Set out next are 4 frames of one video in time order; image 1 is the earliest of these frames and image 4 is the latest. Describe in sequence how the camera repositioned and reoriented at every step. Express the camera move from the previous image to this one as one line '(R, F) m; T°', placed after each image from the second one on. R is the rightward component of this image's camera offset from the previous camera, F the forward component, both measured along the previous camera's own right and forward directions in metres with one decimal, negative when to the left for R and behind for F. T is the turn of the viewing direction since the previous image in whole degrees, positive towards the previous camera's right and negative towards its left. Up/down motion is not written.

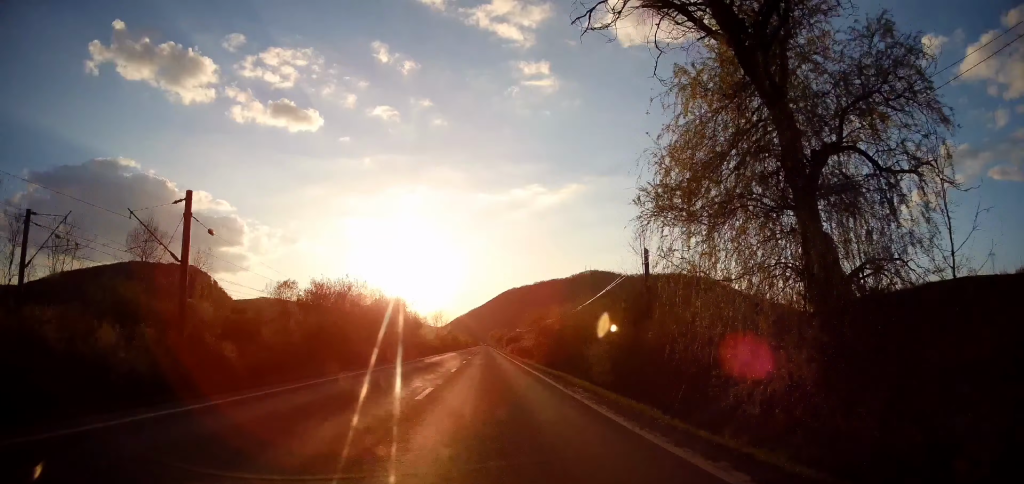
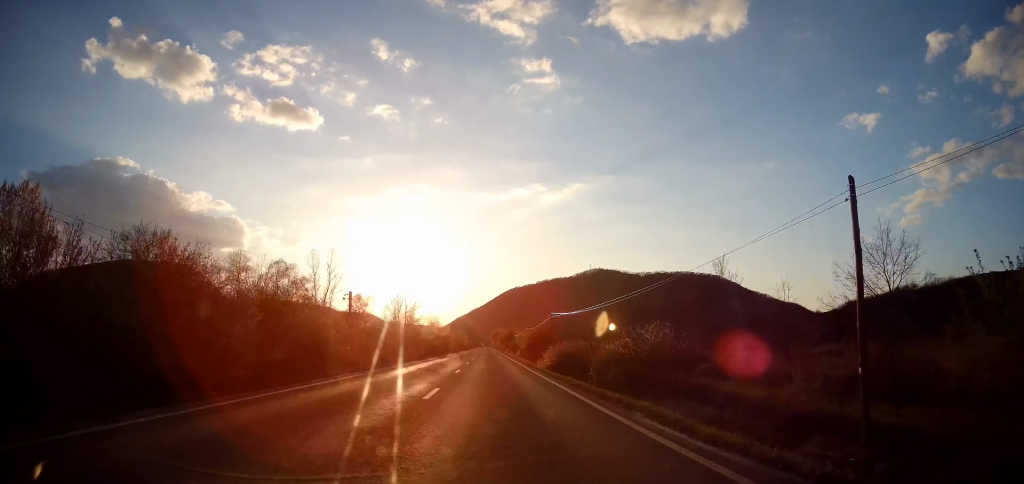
(-0.4, +59.4) m; 0°
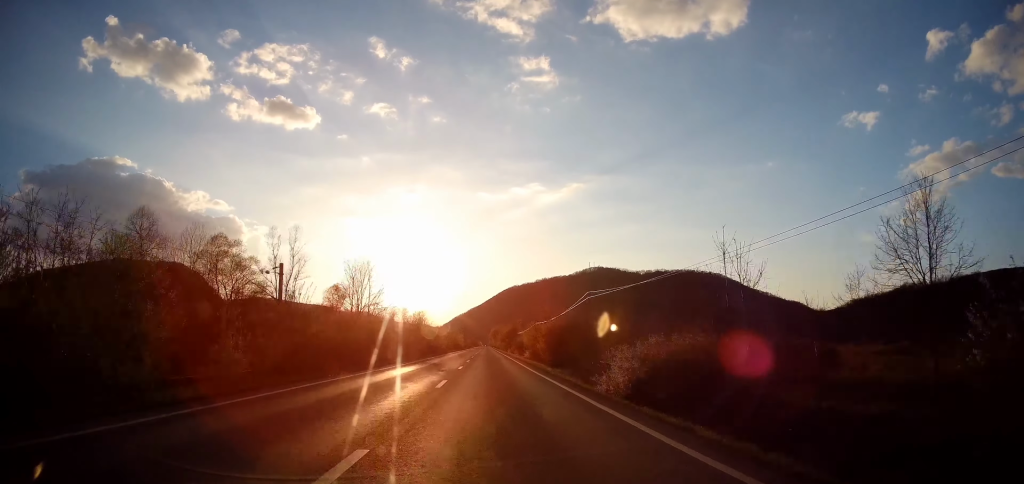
(+0.2, +21.1) m; 0°
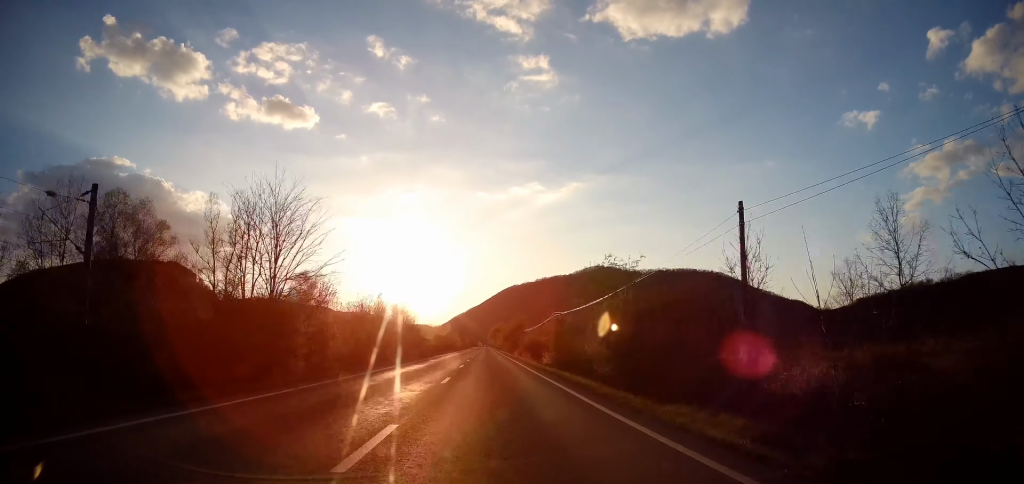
(-0.4, +22.0) m; 0°
